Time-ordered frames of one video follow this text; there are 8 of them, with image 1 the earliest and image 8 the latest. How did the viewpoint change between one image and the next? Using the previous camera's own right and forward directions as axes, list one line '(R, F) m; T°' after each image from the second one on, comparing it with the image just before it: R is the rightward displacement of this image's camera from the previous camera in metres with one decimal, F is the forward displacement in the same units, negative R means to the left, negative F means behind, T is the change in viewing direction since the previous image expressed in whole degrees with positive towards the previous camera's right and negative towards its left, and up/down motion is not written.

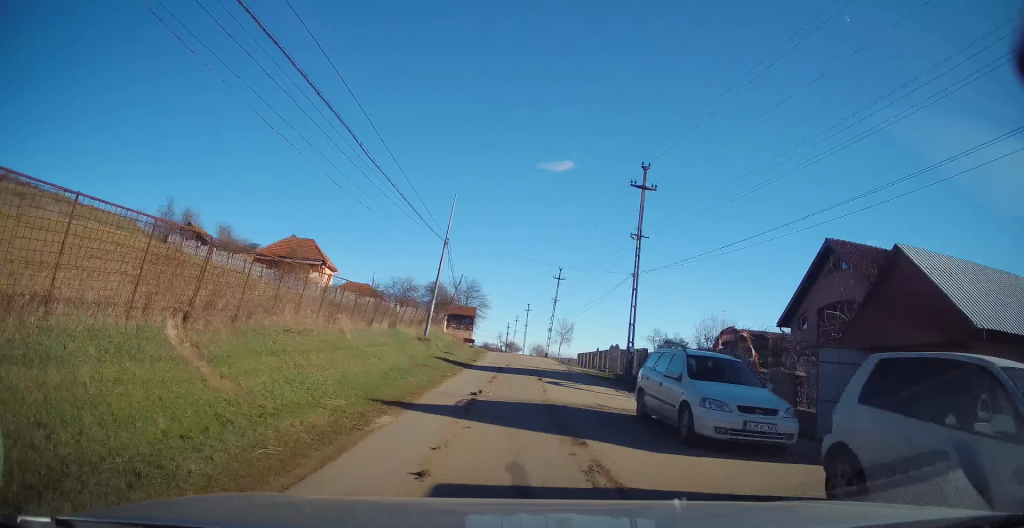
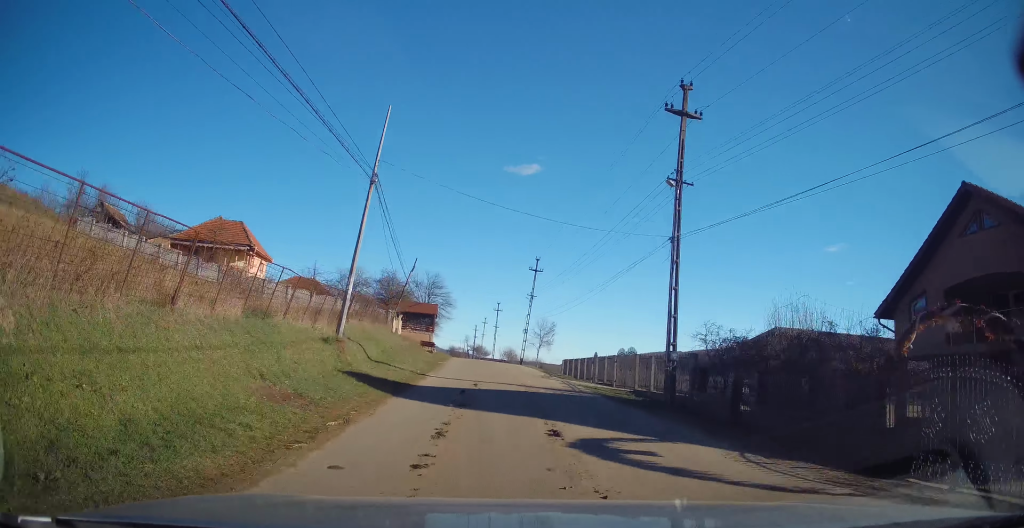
(+0.5, +11.4) m; +3°
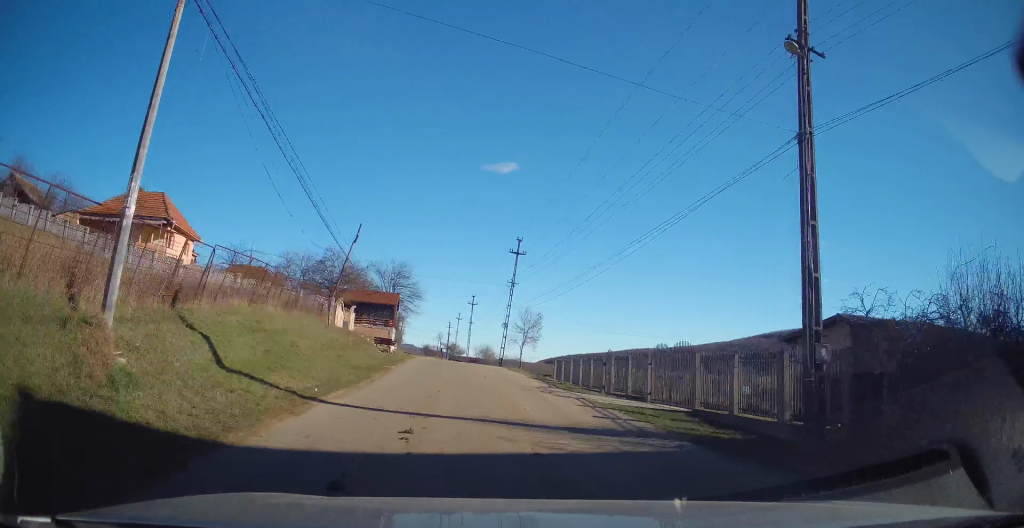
(+0.2, +10.1) m; +1°
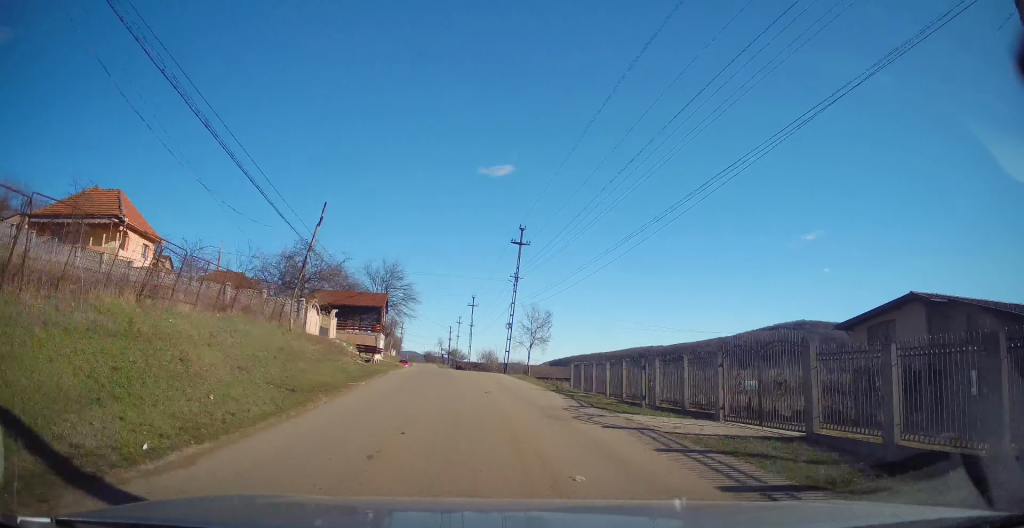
(0.0, +6.0) m; 0°
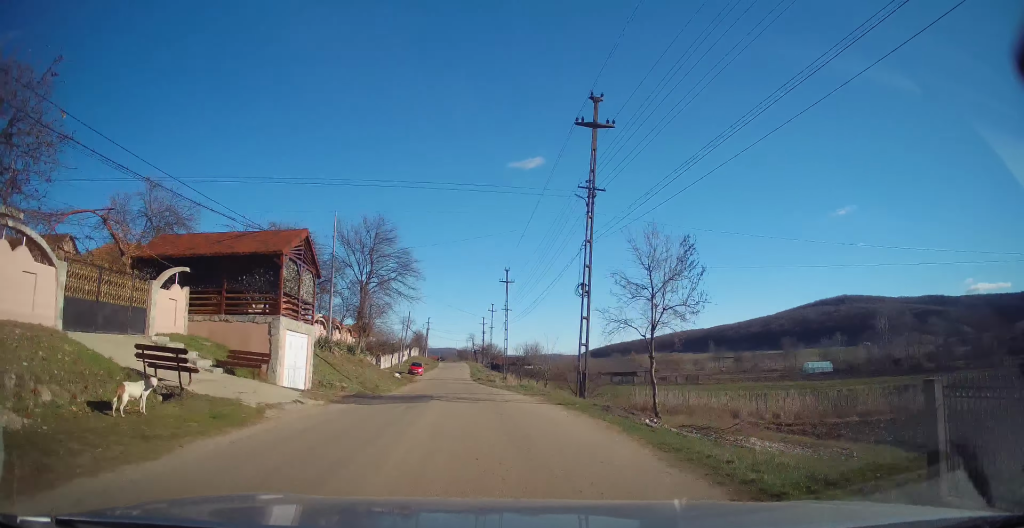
(0.0, +23.7) m; -3°
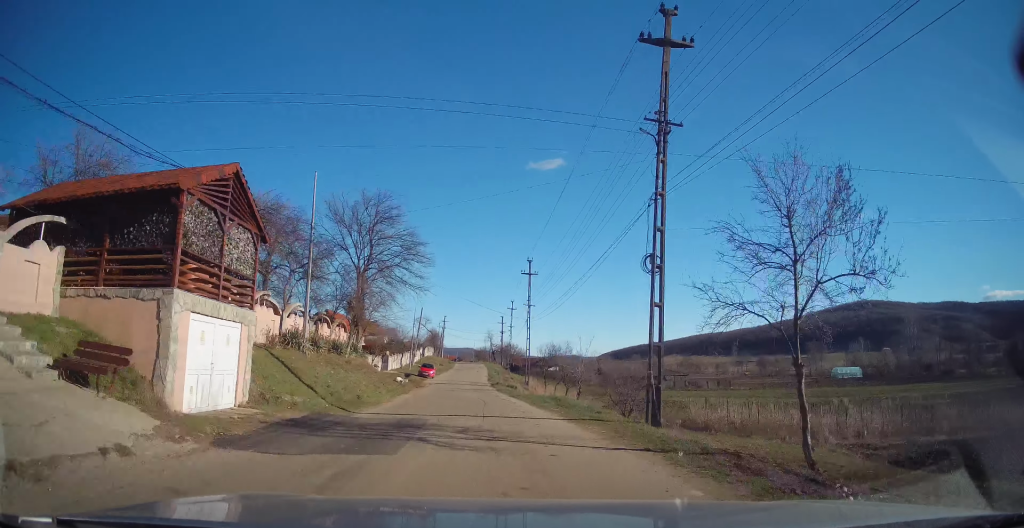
(-0.3, +6.6) m; -1°
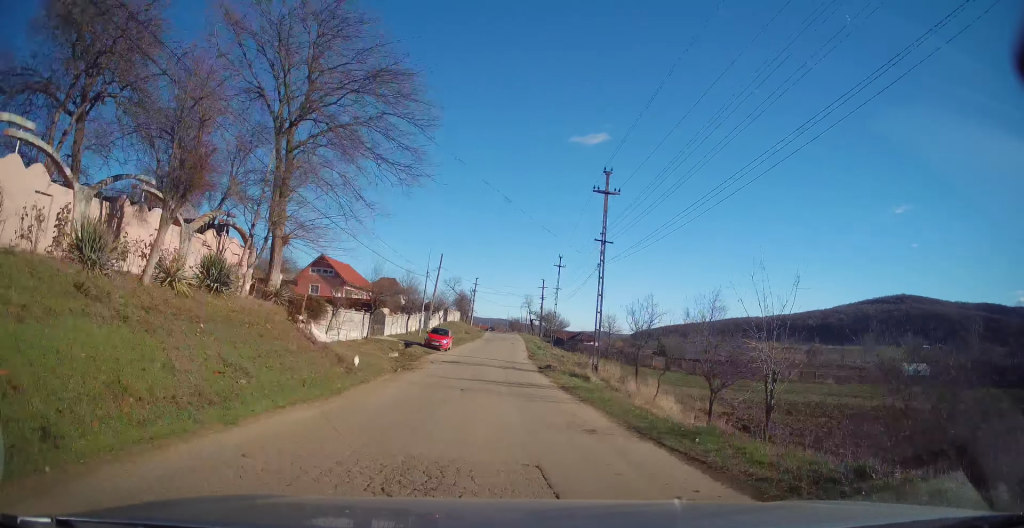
(-0.5, +18.7) m; -4°
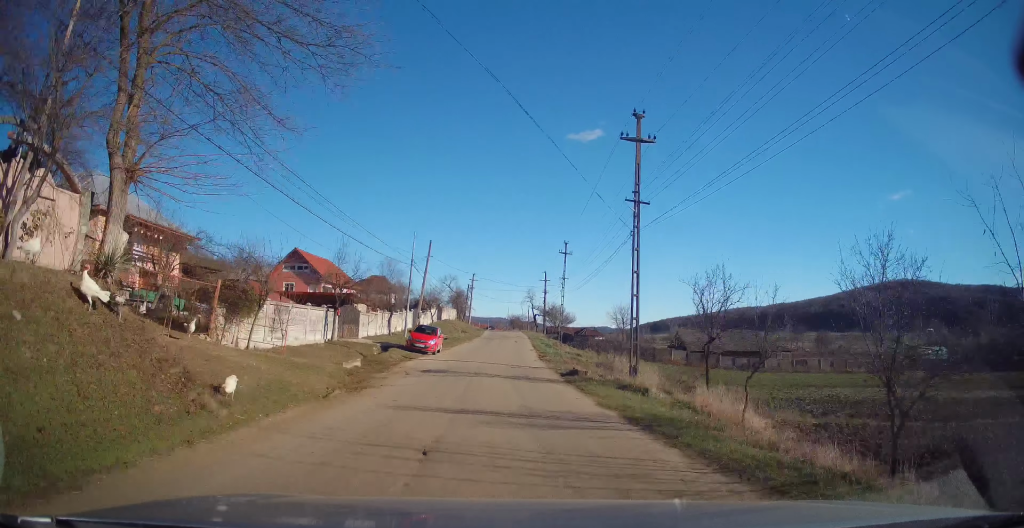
(-0.3, +7.9) m; 0°
